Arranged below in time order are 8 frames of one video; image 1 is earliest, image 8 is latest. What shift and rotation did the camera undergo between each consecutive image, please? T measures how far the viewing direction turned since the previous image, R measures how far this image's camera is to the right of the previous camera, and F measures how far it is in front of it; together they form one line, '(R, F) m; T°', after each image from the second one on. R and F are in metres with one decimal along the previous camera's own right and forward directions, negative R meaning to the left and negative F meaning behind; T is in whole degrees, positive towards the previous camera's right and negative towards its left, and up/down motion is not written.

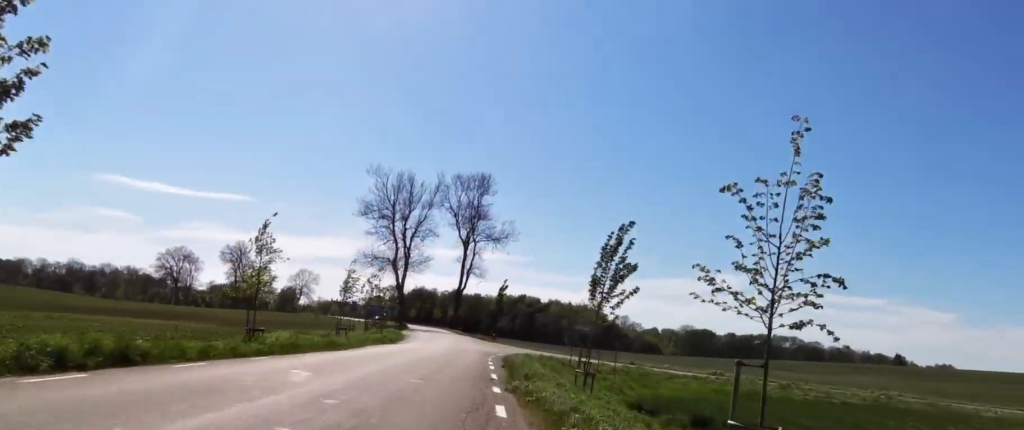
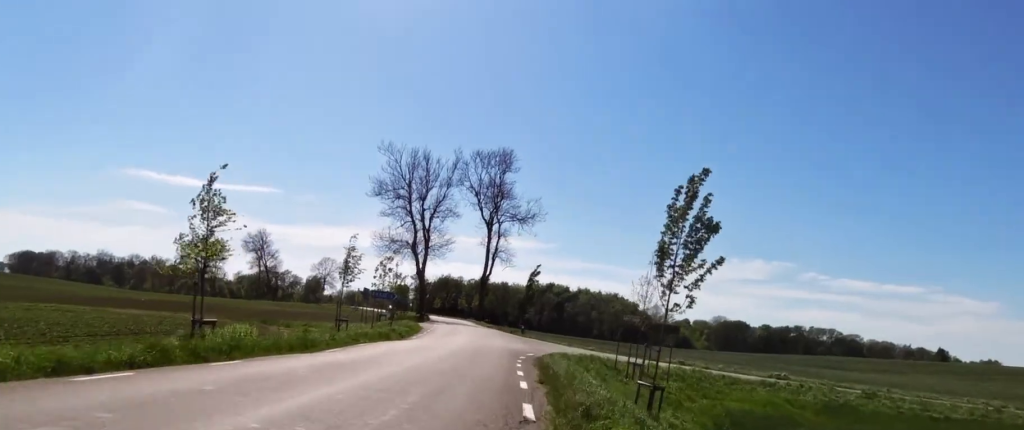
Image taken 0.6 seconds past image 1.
(0.0, +5.9) m; -1°
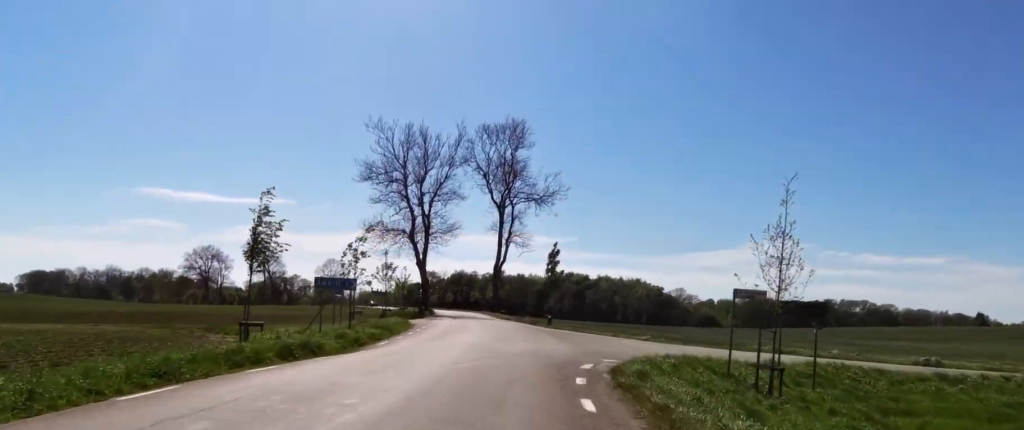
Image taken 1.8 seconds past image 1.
(-0.2, +12.3) m; 0°
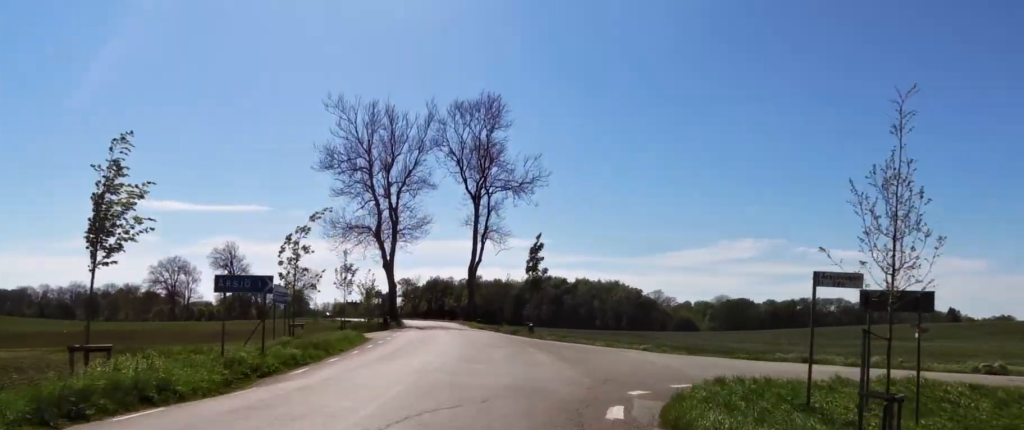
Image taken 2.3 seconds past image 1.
(+0.1, +5.6) m; 0°
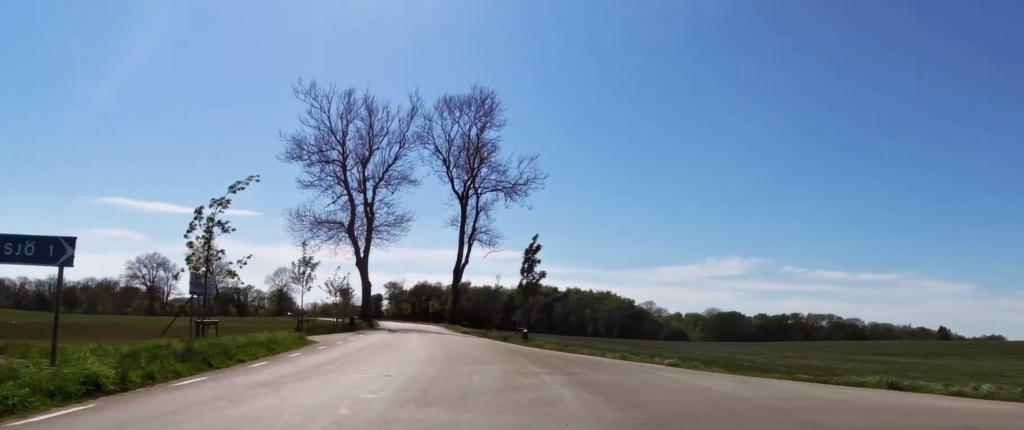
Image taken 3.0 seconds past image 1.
(+0.1, +6.7) m; 0°
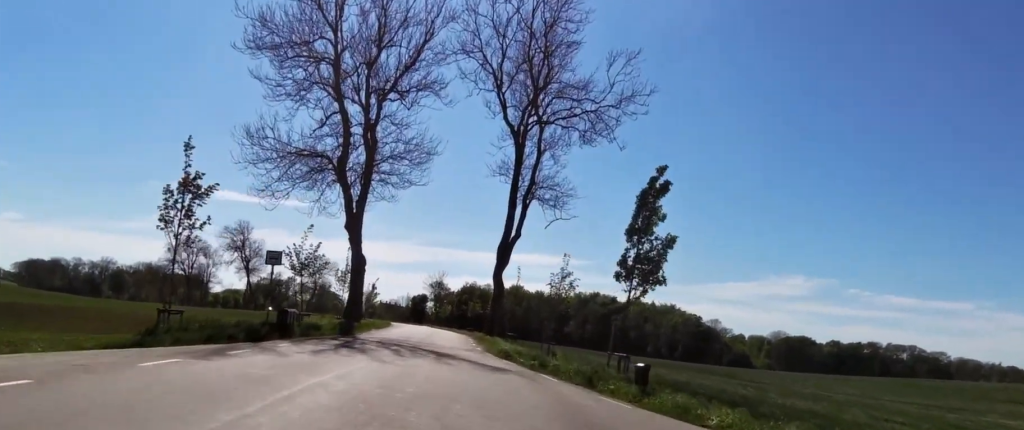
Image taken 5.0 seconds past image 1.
(-0.5, +18.1) m; -3°
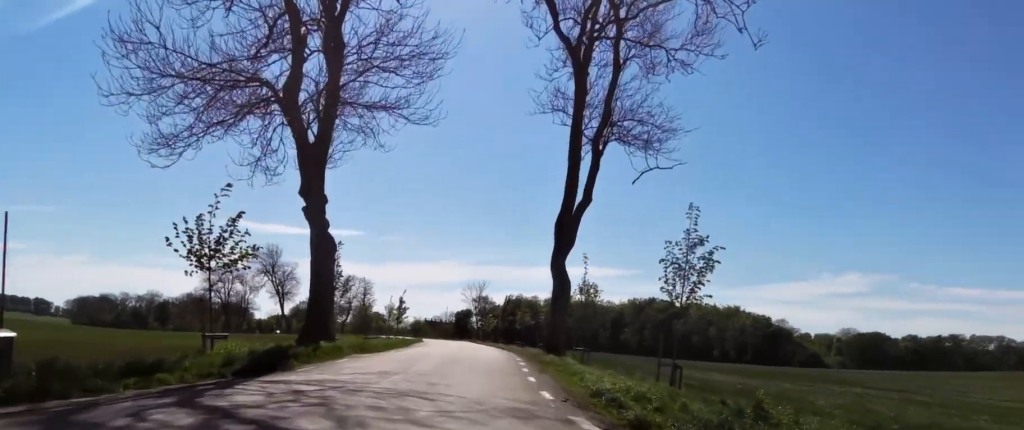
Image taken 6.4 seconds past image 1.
(-0.2, +13.1) m; -6°
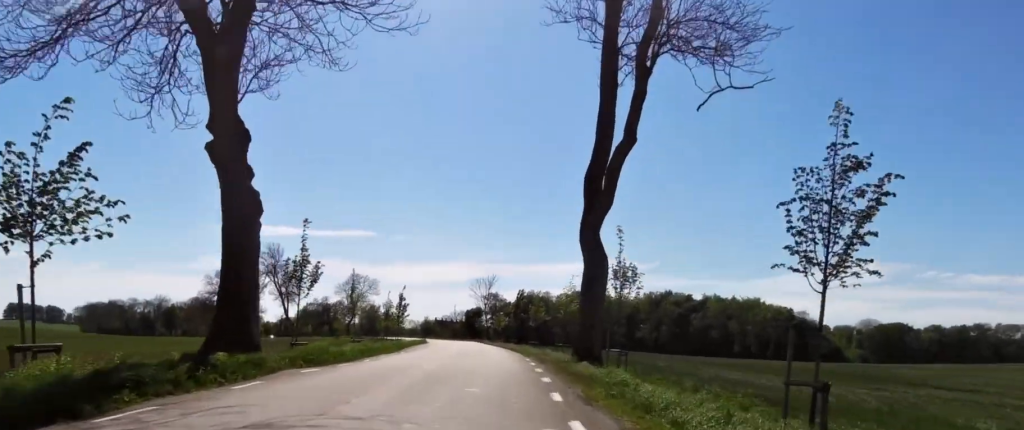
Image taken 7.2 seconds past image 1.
(-0.3, +6.3) m; -3°
